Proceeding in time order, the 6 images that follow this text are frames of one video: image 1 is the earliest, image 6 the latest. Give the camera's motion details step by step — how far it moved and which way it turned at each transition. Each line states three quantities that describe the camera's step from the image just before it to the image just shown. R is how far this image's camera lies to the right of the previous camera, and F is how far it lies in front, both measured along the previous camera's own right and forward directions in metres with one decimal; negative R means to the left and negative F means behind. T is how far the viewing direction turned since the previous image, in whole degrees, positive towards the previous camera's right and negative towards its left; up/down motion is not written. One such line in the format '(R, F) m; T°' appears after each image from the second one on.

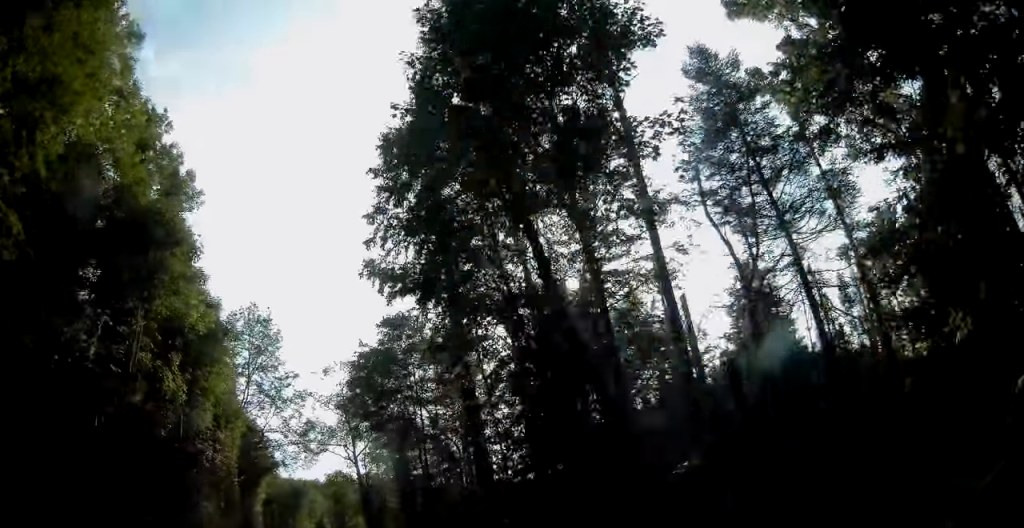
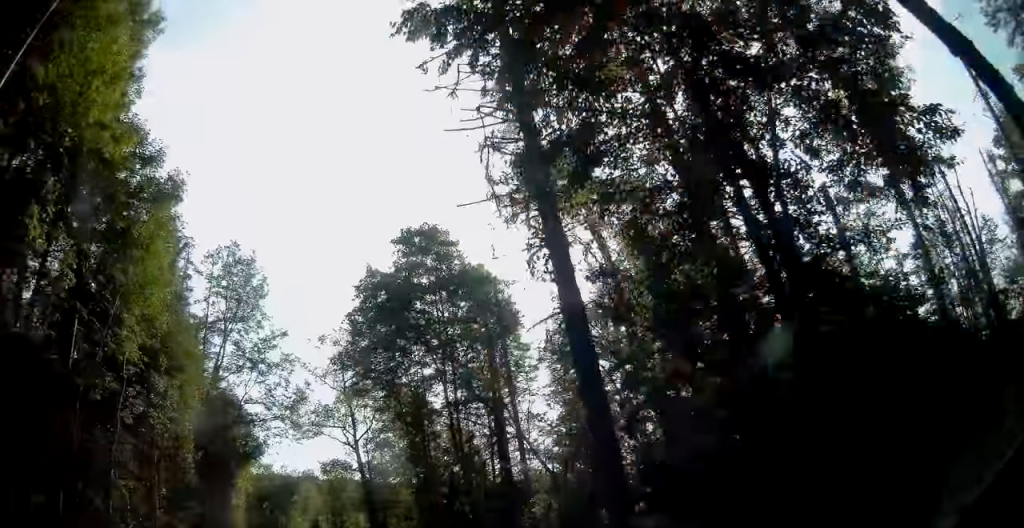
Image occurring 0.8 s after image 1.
(0.0, +8.1) m; -1°
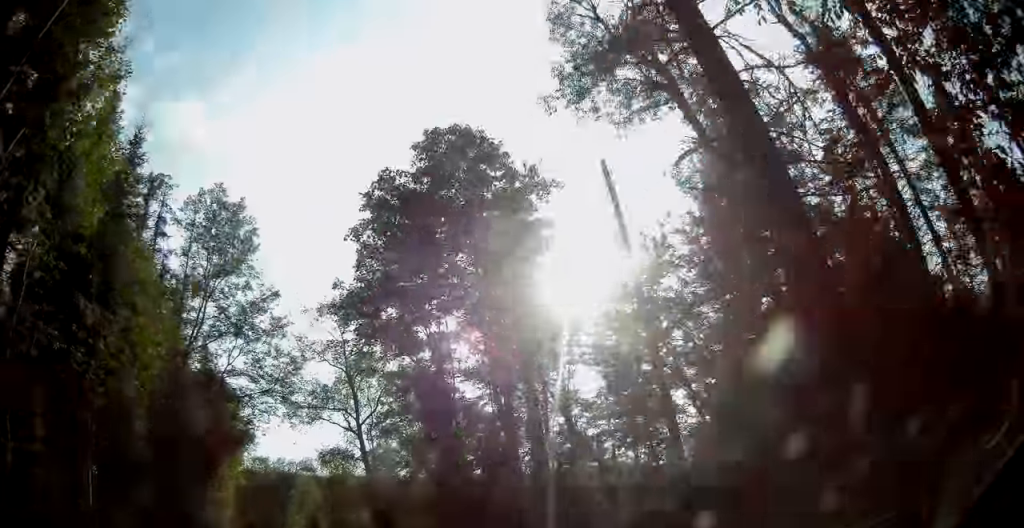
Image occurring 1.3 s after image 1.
(-0.1, +5.1) m; -1°
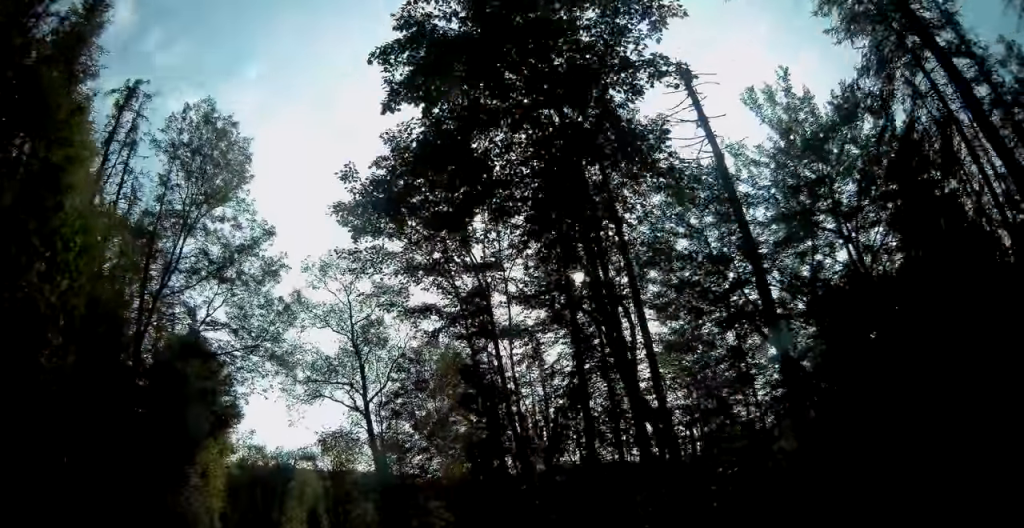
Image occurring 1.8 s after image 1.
(0.0, +5.4) m; -2°
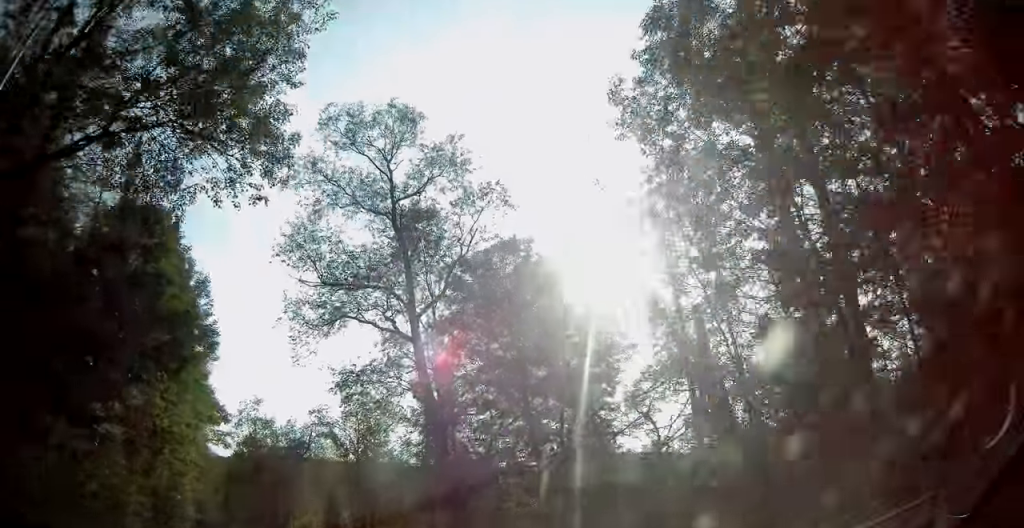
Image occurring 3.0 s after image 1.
(-0.4, +11.8) m; -1°
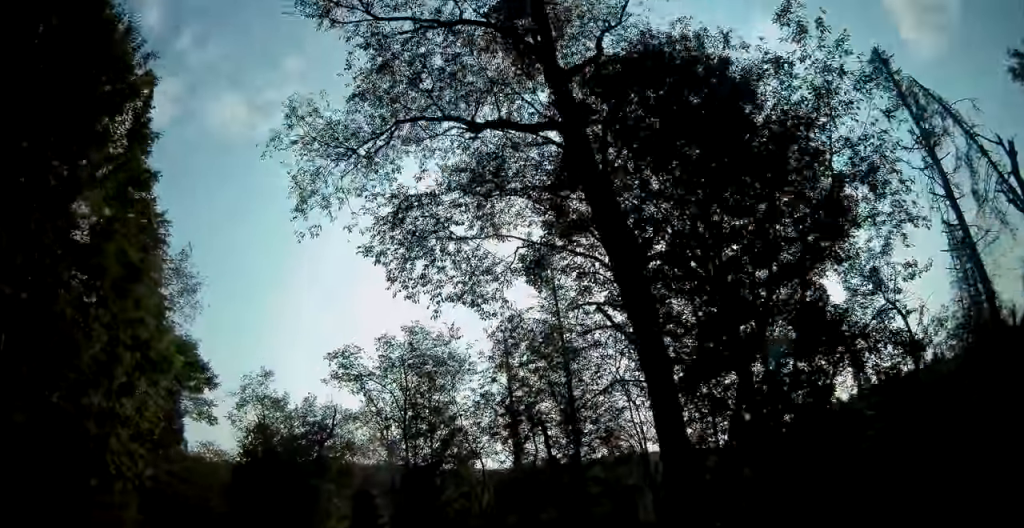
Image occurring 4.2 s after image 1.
(-0.1, +11.7) m; -4°
